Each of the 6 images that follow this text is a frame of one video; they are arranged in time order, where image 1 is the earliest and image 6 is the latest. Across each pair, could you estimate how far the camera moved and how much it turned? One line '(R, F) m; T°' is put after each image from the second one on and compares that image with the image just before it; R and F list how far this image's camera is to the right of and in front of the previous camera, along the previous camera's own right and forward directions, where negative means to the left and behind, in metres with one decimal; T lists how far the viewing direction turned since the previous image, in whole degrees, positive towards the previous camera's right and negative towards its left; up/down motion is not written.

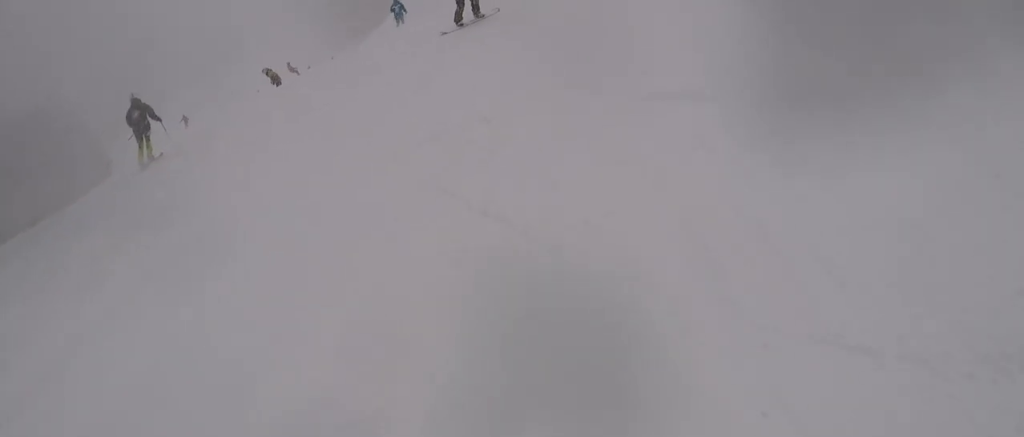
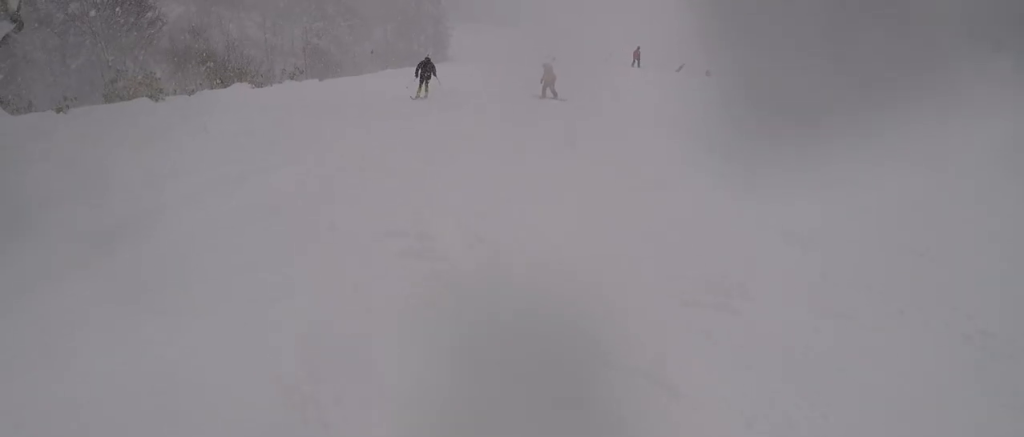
(-0.5, +12.0) m; -11°
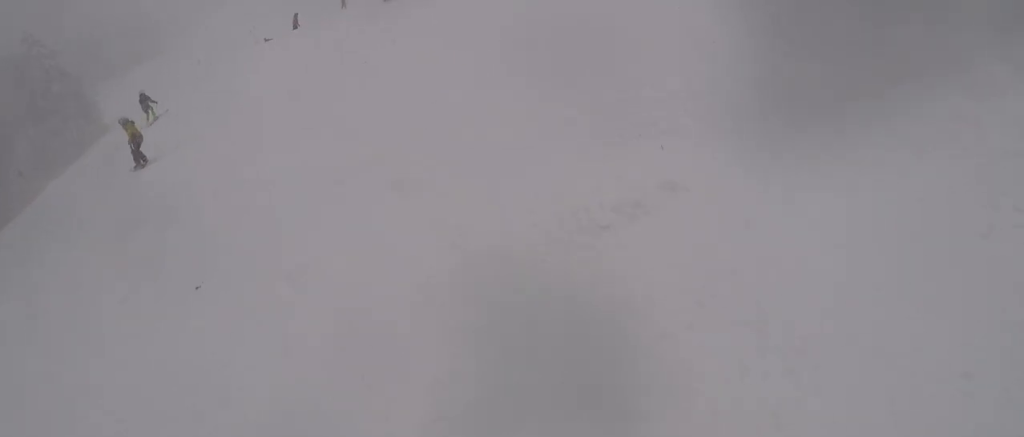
(+0.1, +8.7) m; +10°
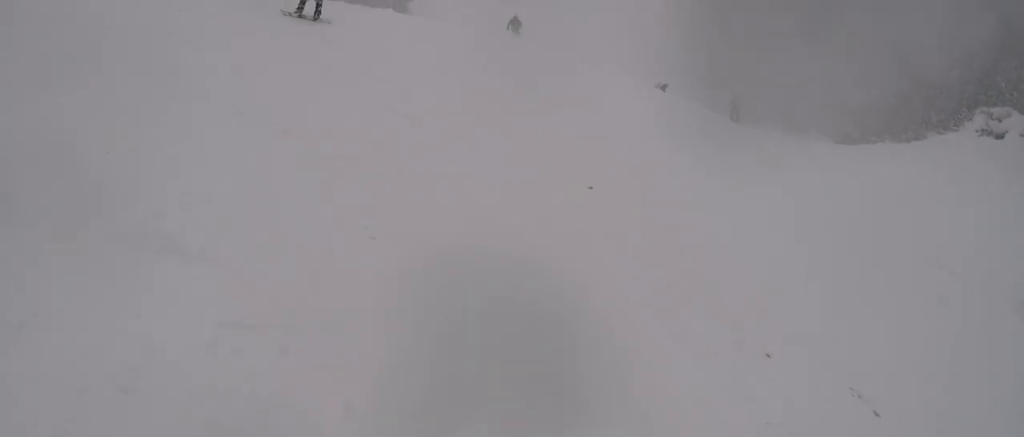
(+1.0, +8.0) m; -4°
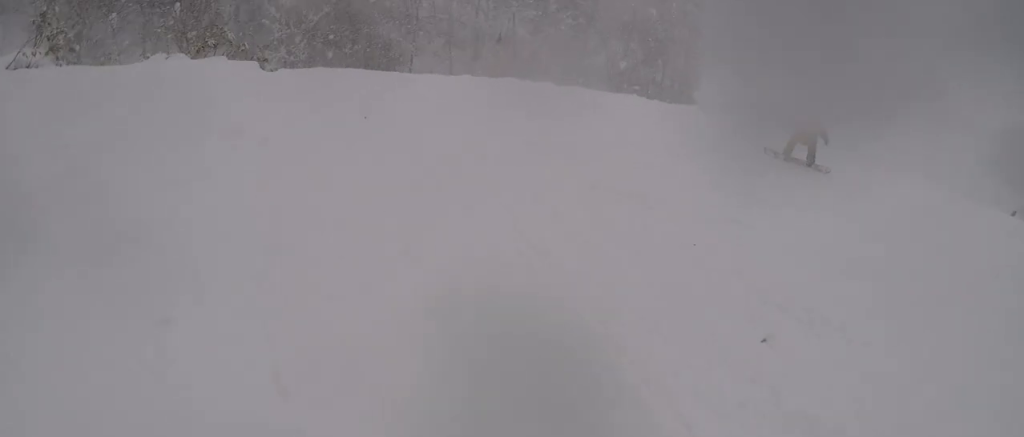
(-1.5, +5.4) m; -21°
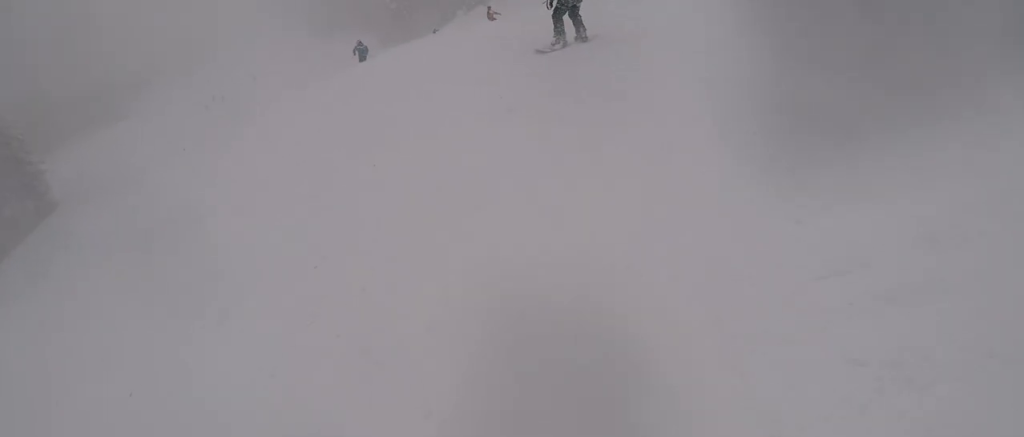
(+0.3, +5.8) m; +31°
